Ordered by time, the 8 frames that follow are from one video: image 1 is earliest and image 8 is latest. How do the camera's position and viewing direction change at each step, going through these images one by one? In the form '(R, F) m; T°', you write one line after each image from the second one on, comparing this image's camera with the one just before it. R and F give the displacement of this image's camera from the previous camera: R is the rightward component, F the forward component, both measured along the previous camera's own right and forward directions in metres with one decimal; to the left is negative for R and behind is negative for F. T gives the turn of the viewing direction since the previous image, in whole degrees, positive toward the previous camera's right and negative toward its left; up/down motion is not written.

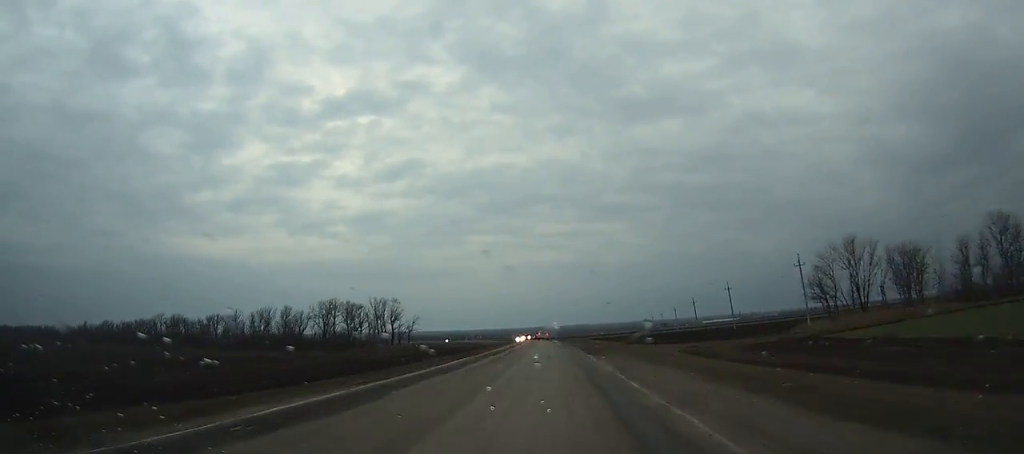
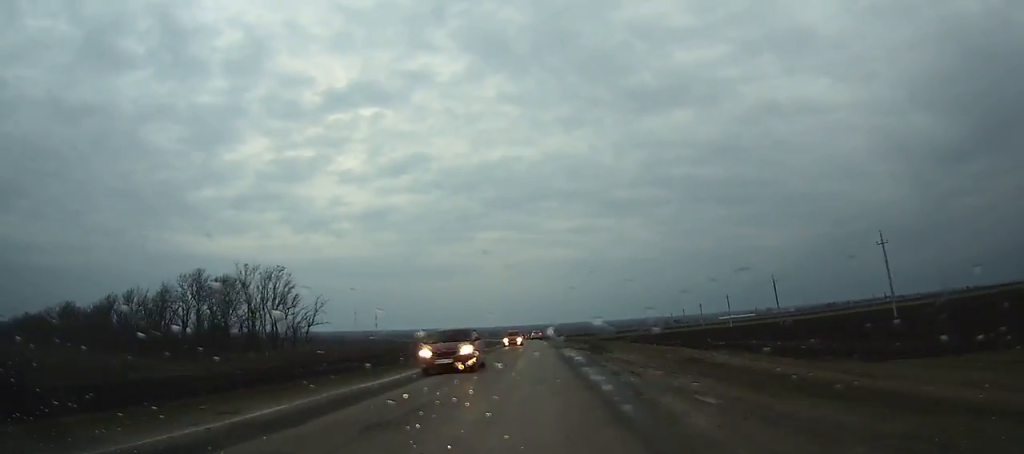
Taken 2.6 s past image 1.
(-0.8, +56.0) m; -2°
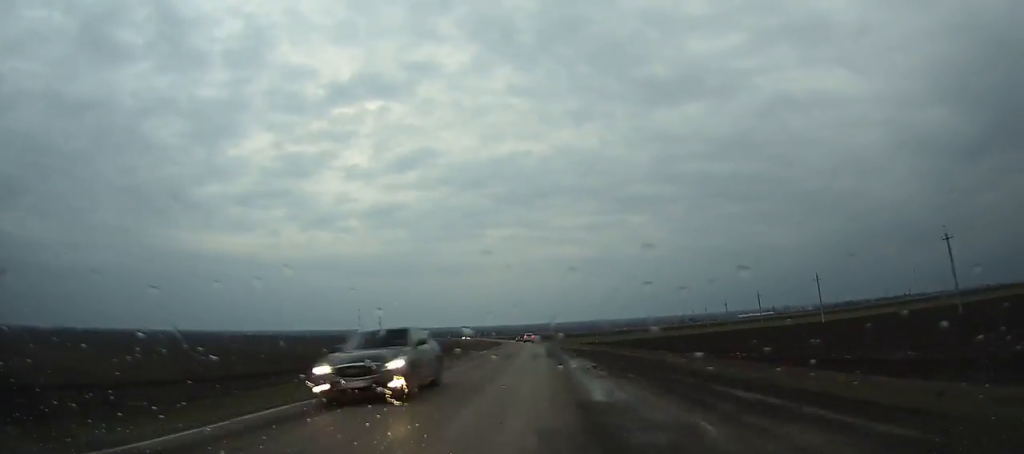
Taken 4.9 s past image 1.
(-0.8, +49.6) m; -1°
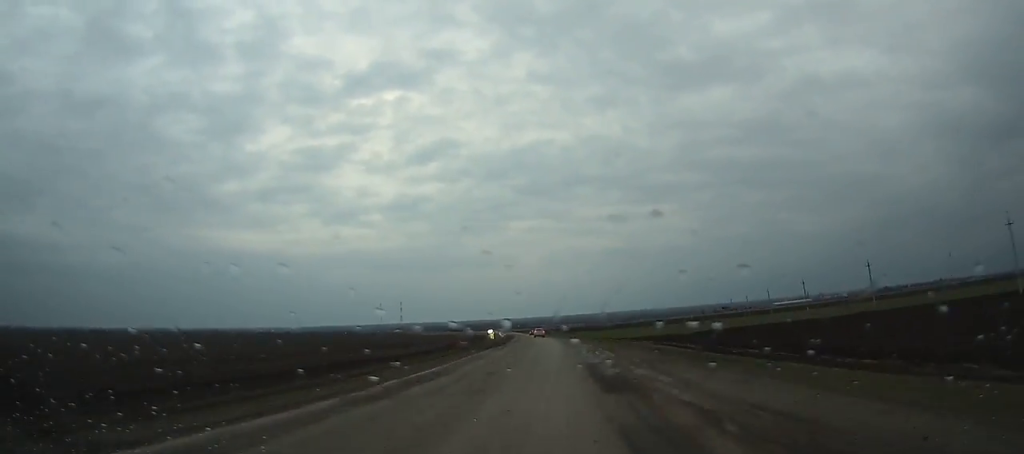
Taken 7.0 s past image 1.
(-0.5, +45.6) m; -1°
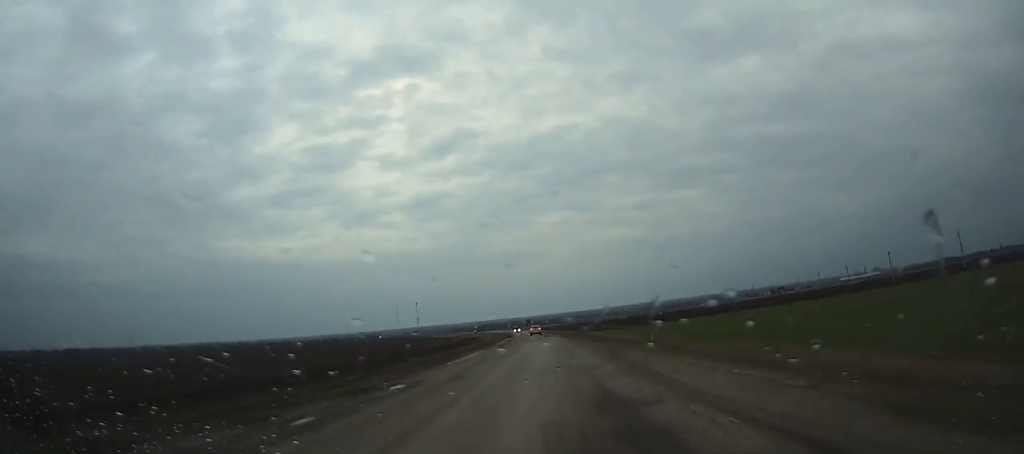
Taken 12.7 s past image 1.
(-2.7, +125.1) m; -3°
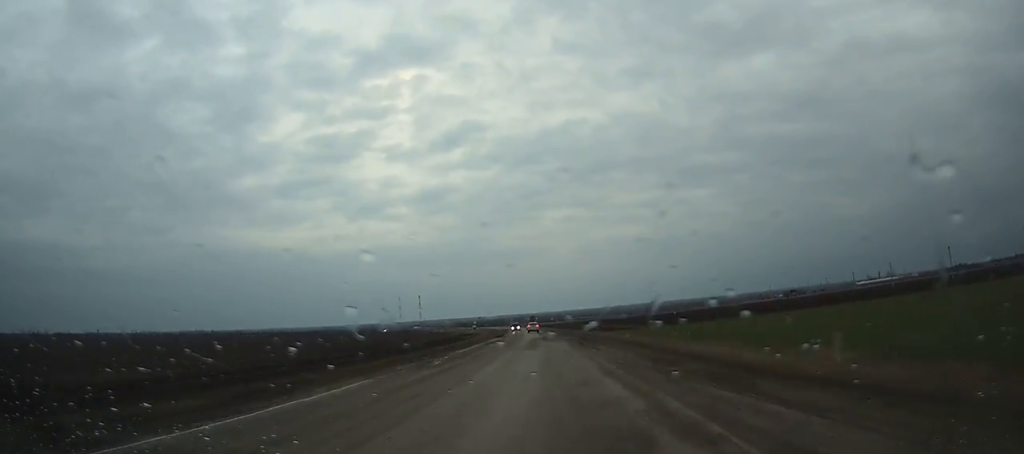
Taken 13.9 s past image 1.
(-0.3, +26.2) m; -1°
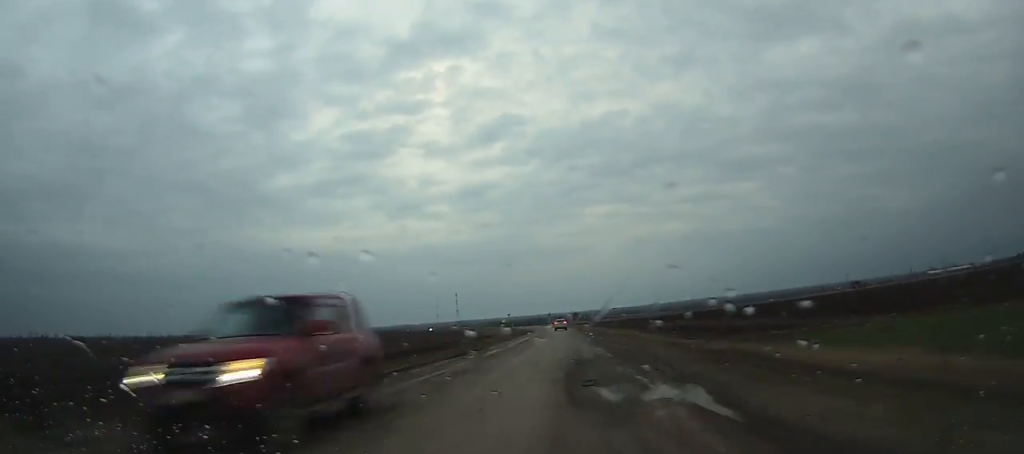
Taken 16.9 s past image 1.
(-1.6, +64.7) m; -2°
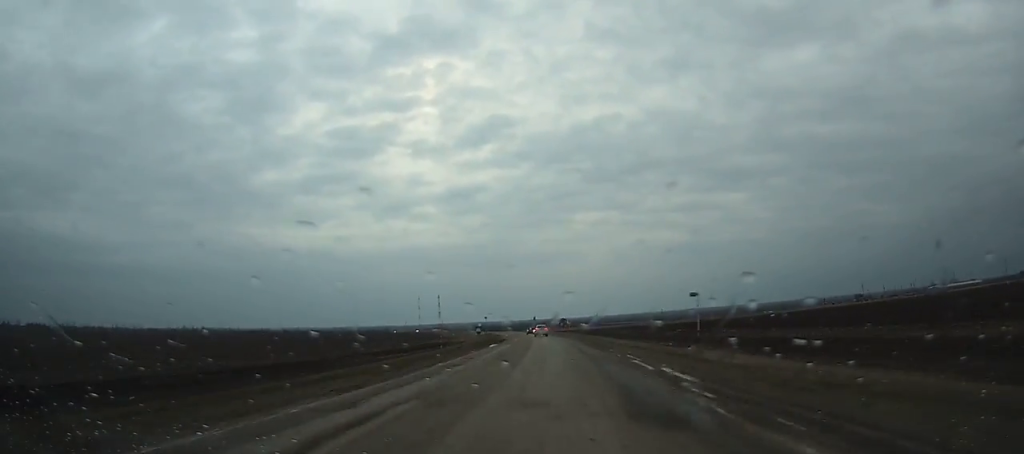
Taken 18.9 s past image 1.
(-0.6, +42.3) m; -1°
